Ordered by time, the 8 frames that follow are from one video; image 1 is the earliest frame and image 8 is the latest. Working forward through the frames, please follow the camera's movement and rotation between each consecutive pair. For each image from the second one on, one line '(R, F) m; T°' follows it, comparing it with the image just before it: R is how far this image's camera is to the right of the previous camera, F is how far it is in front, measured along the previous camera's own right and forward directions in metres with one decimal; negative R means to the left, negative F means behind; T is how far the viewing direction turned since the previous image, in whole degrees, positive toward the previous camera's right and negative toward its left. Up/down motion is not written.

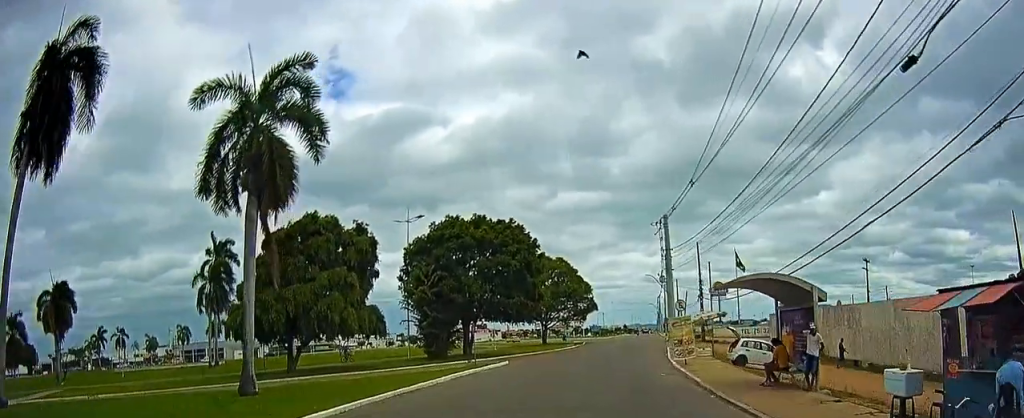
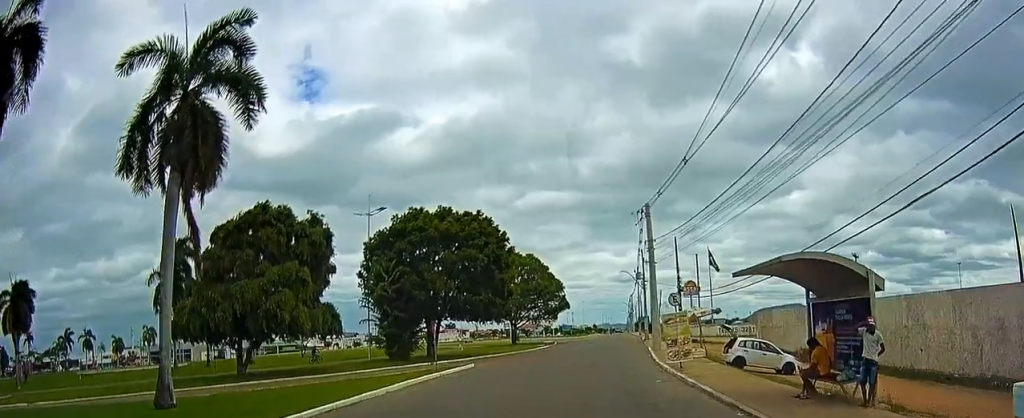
(-0.2, +2.5) m; 0°
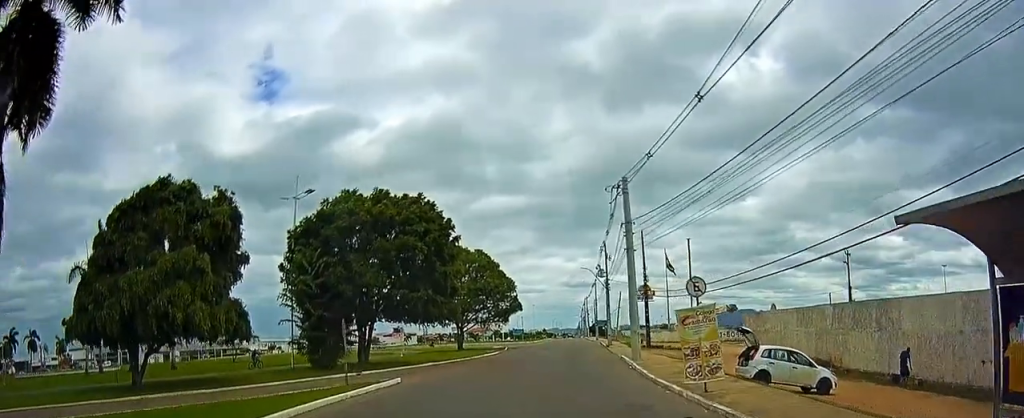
(+0.4, +5.3) m; +8°
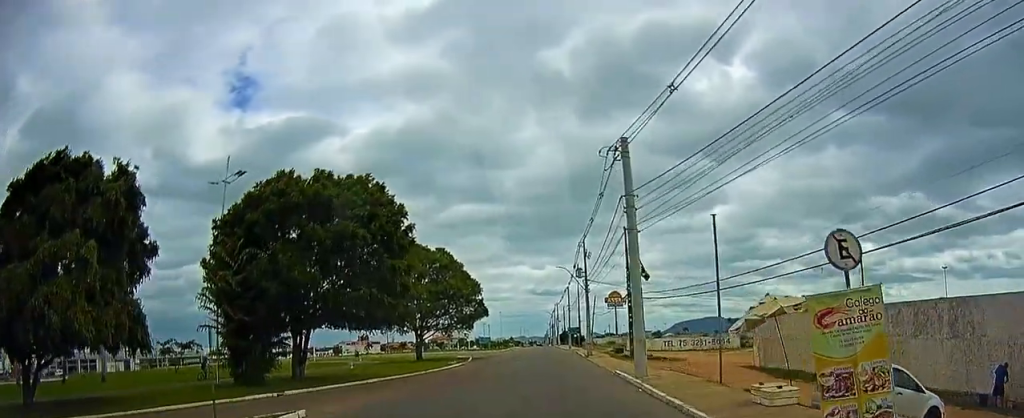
(+0.4, +6.3) m; +3°
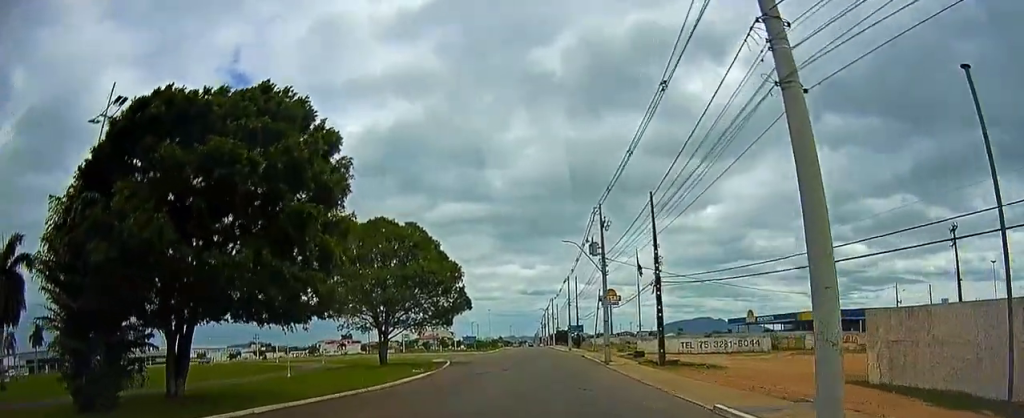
(+0.5, +12.7) m; +4°
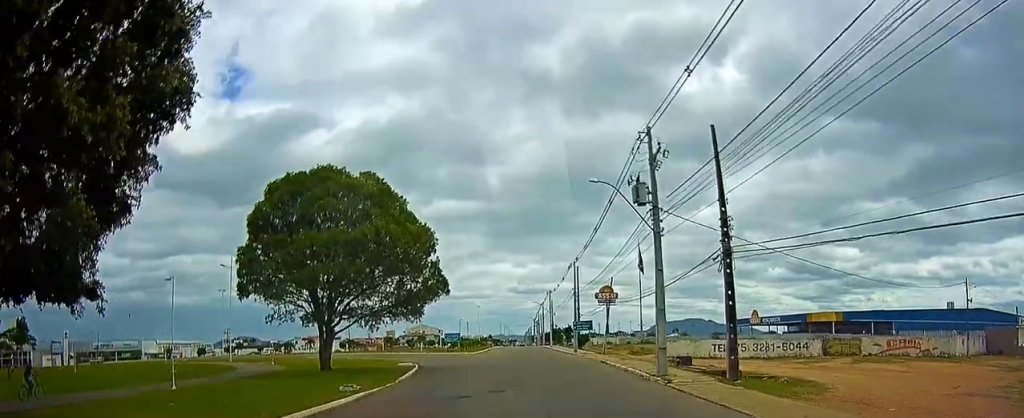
(+0.2, +13.7) m; 0°
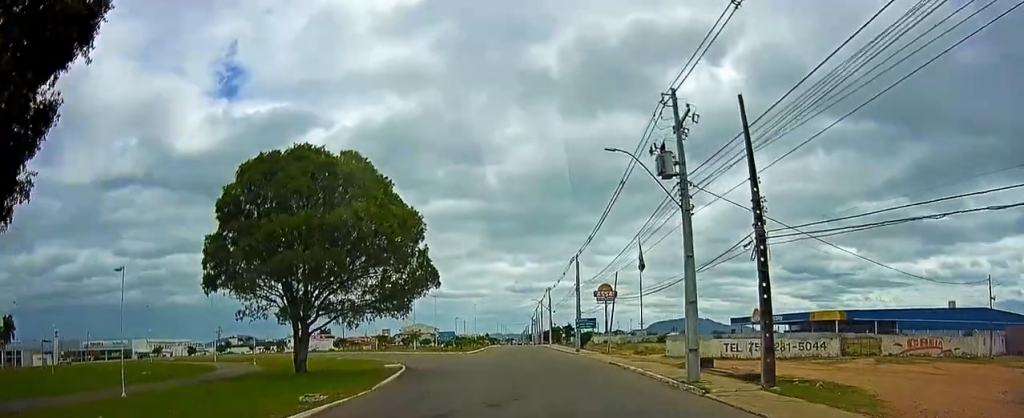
(0.0, +4.1) m; -1°
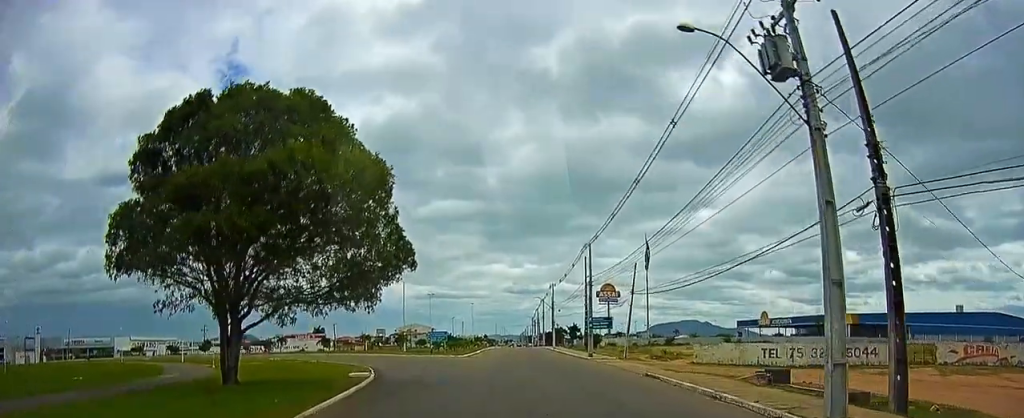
(-0.2, +9.0) m; +2°
